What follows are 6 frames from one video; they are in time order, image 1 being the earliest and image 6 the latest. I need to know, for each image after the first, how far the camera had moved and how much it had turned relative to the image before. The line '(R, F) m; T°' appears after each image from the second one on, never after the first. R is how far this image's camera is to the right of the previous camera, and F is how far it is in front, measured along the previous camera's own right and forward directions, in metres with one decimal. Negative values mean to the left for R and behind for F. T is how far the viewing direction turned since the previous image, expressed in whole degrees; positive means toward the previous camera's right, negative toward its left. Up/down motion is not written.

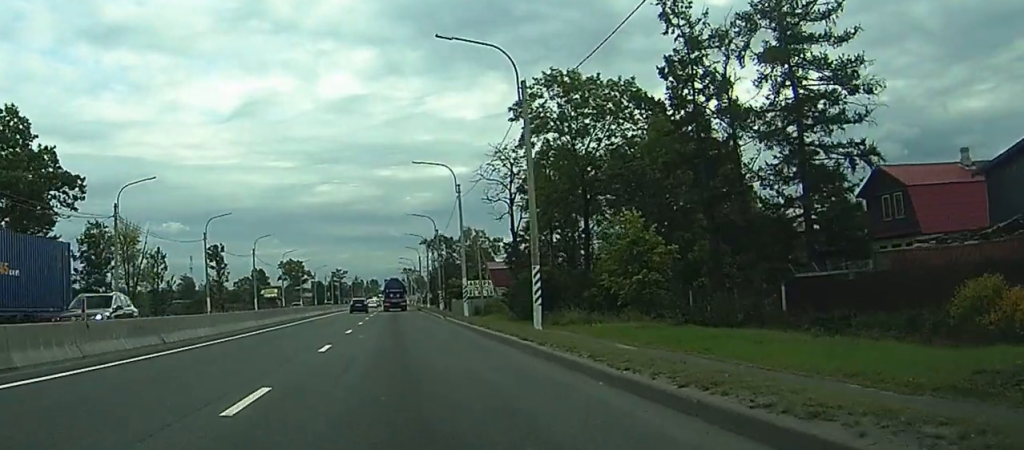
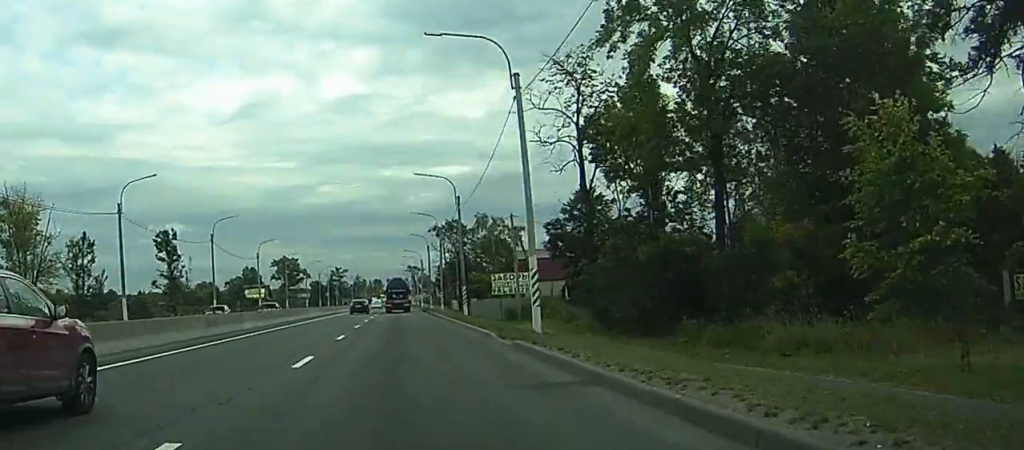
(+0.1, +29.0) m; 0°
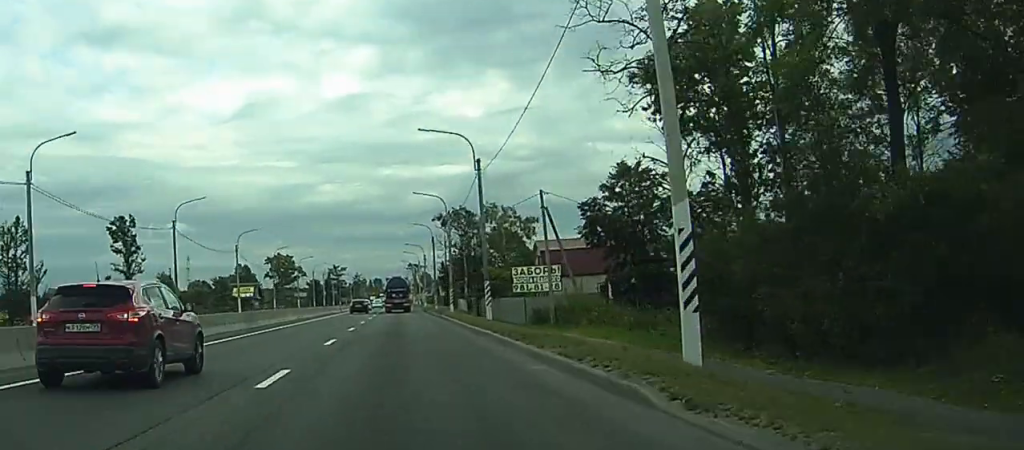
(0.0, +15.9) m; 0°
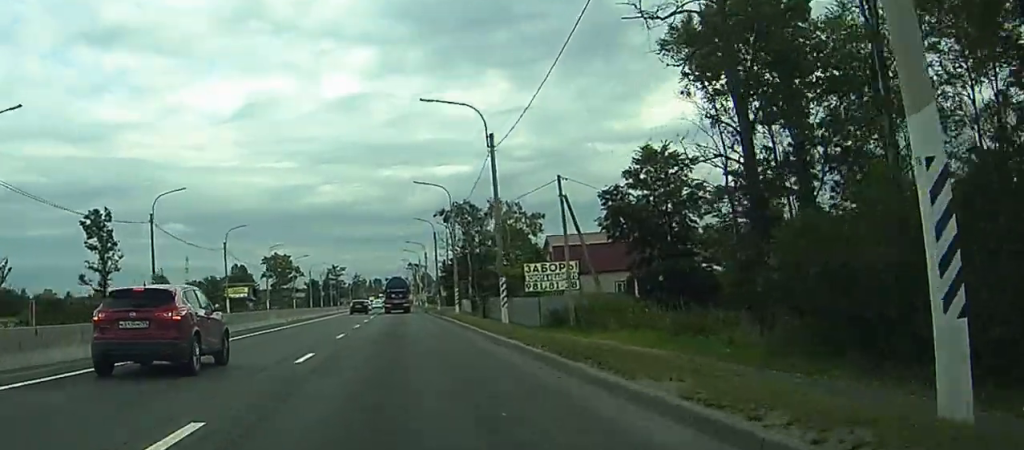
(0.0, +7.3) m; 0°
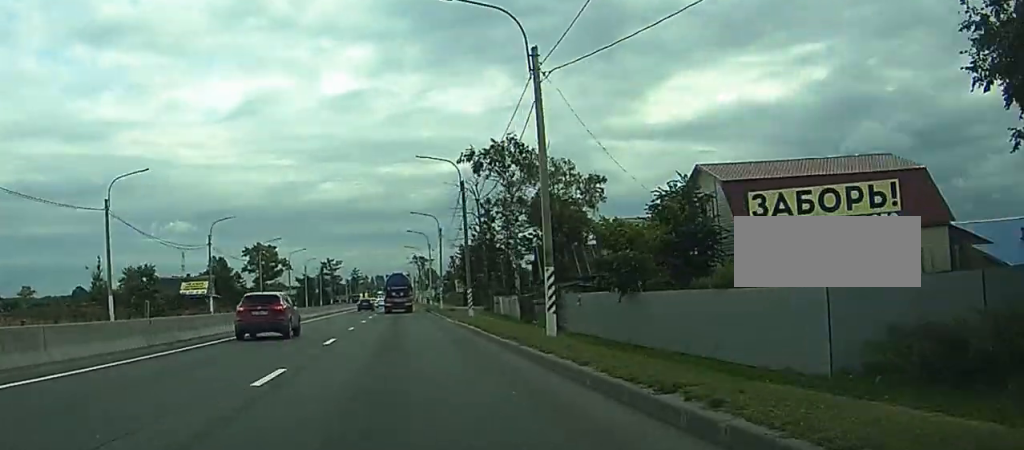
(-0.1, +41.1) m; -1°
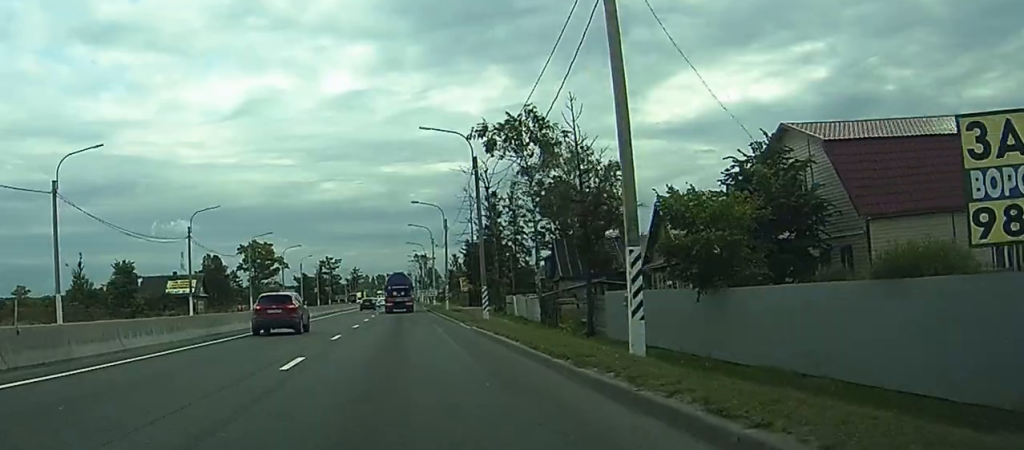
(-0.1, +9.3) m; 0°
